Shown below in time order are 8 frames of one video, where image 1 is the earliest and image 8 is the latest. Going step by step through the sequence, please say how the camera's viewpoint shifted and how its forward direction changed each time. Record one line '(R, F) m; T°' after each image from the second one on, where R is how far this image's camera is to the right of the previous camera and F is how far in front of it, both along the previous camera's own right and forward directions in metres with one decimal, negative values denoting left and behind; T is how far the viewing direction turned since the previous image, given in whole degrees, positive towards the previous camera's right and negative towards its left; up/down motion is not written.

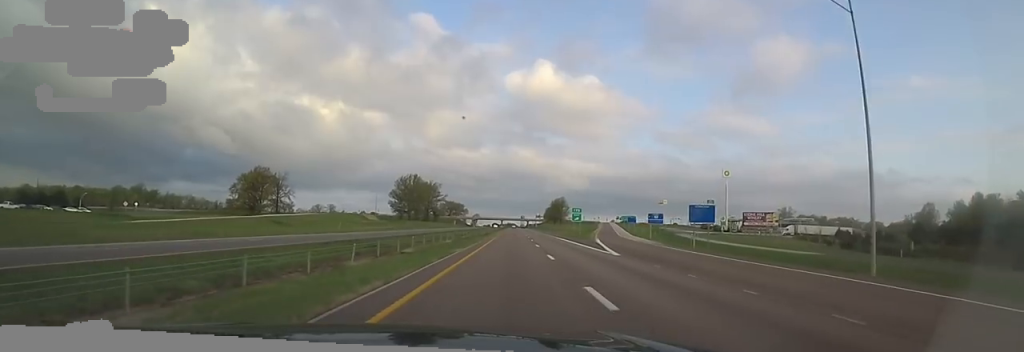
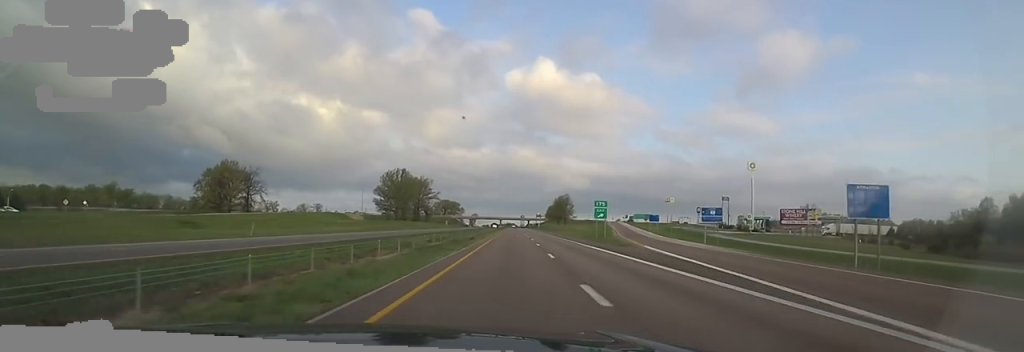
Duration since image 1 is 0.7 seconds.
(-1.0, +25.2) m; 0°
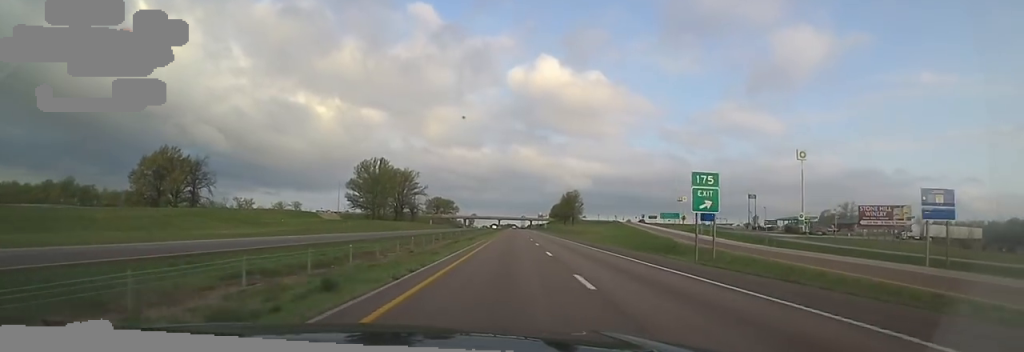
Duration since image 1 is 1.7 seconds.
(+0.8, +35.2) m; 0°
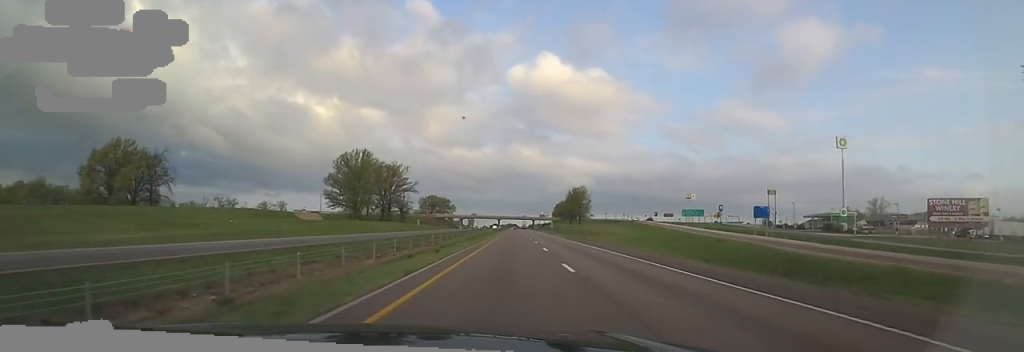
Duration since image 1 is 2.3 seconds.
(-0.2, +20.3) m; 0°
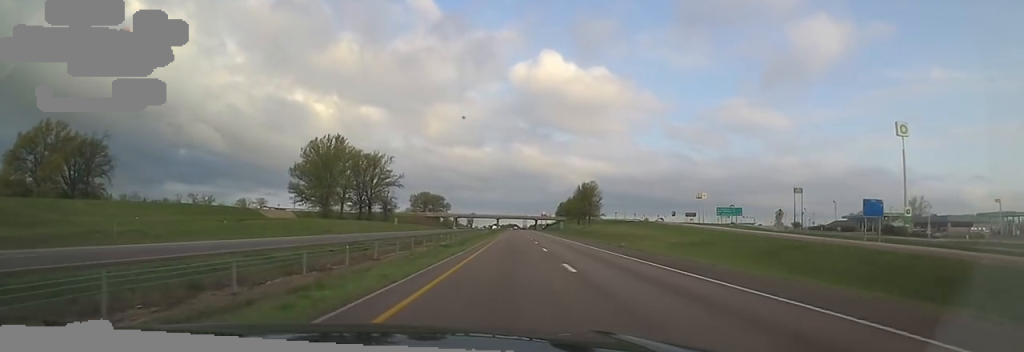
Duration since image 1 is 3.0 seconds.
(-1.1, +23.1) m; 0°
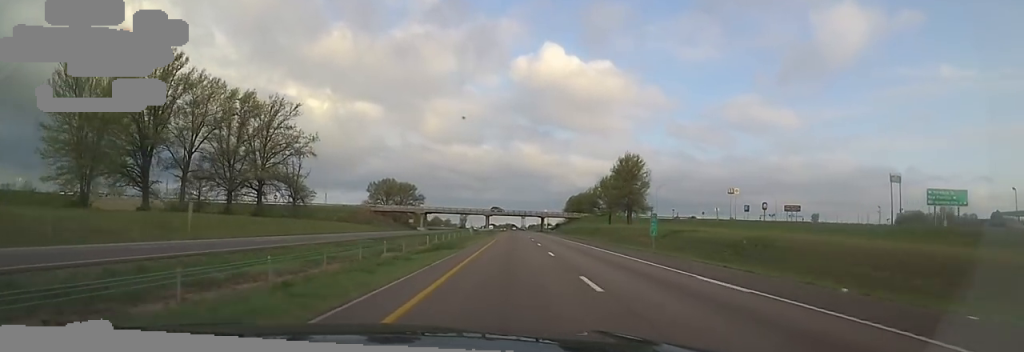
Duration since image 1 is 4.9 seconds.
(+0.6, +65.2) m; -1°
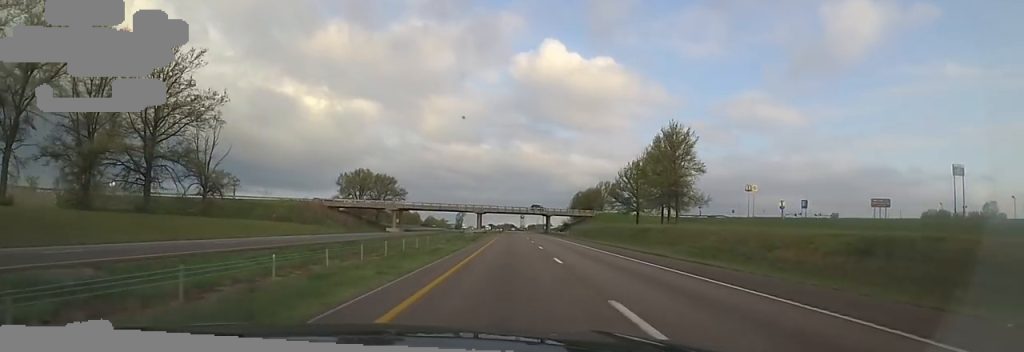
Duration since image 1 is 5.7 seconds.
(+0.5, +29.6) m; +1°
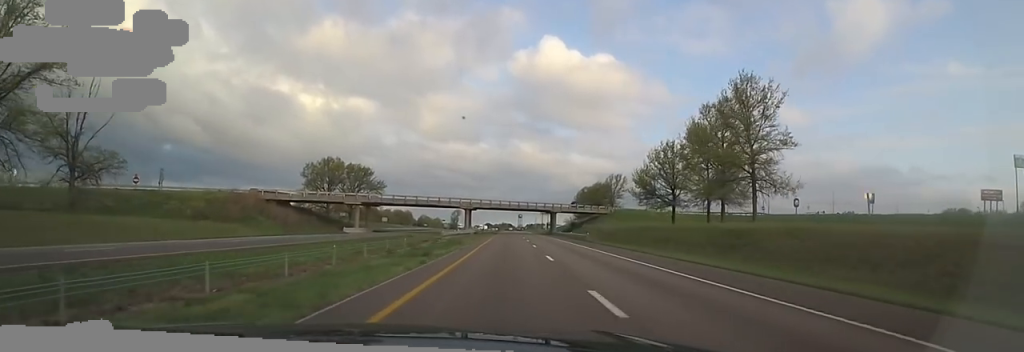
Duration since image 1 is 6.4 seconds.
(+0.3, +23.7) m; 0°
